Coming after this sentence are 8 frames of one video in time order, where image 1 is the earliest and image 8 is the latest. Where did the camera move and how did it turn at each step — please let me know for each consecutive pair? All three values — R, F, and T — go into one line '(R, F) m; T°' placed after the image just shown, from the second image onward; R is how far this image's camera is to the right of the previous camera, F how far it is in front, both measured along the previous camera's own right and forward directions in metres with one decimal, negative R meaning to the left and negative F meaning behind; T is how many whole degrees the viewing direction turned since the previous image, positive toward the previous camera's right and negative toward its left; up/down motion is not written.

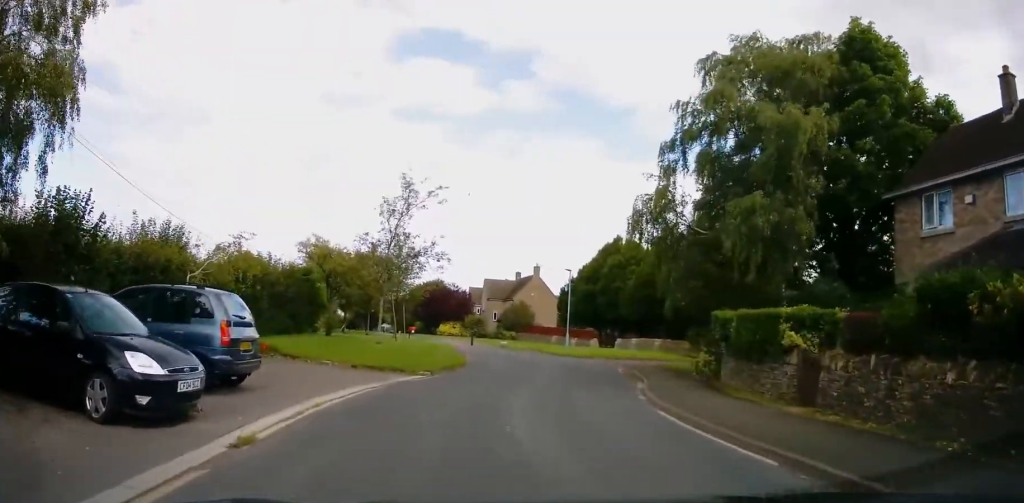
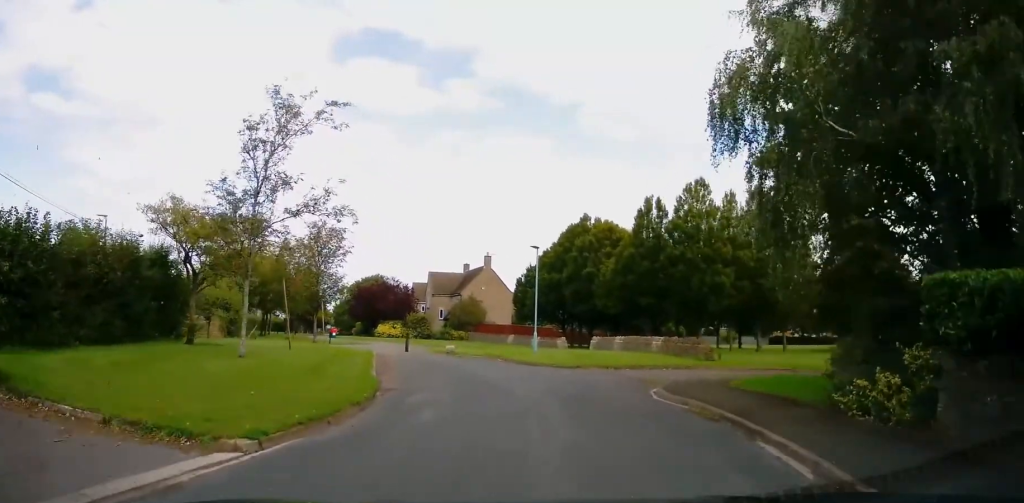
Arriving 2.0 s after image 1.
(+0.8, +10.5) m; +6°
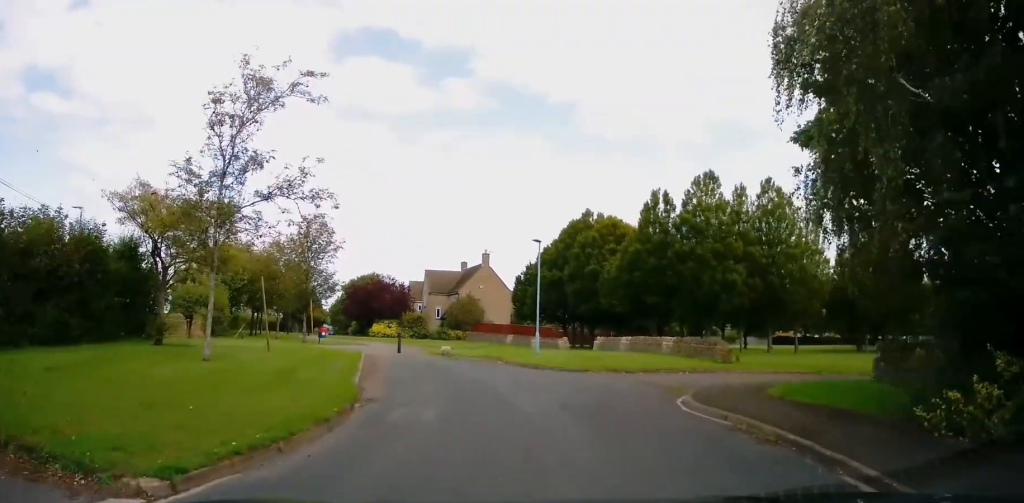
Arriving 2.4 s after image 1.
(+0.1, +2.1) m; -1°
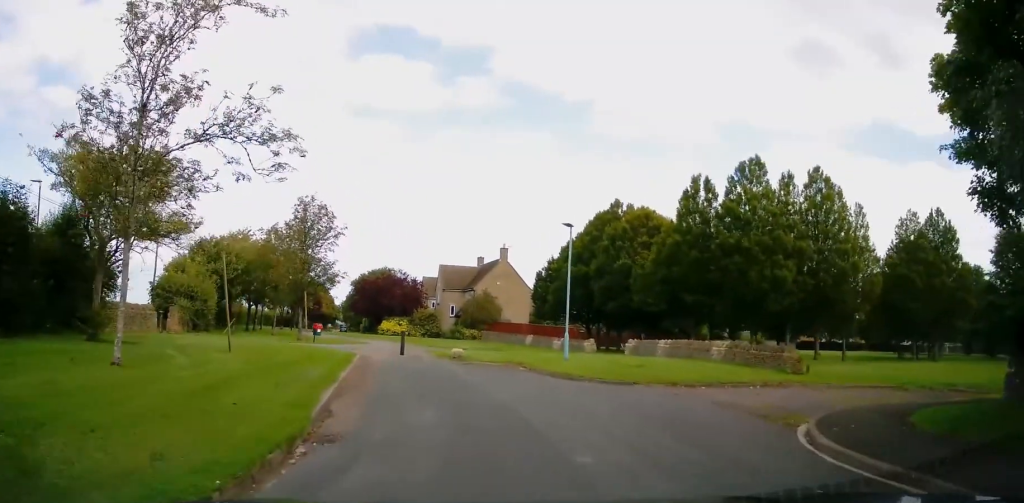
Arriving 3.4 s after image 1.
(-0.3, +4.4) m; -2°
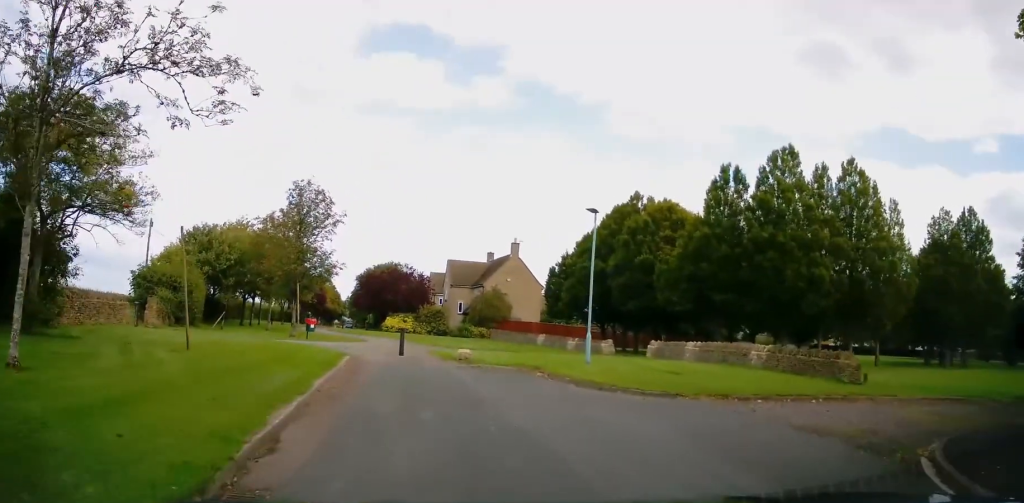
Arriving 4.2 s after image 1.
(+0.1, +2.9) m; +2°
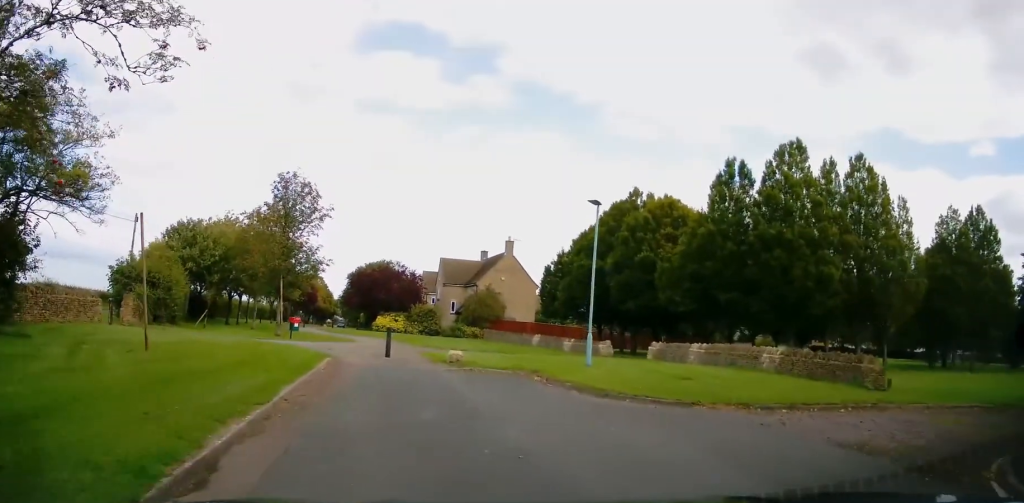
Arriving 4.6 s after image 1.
(+0.1, +1.7) m; +2°
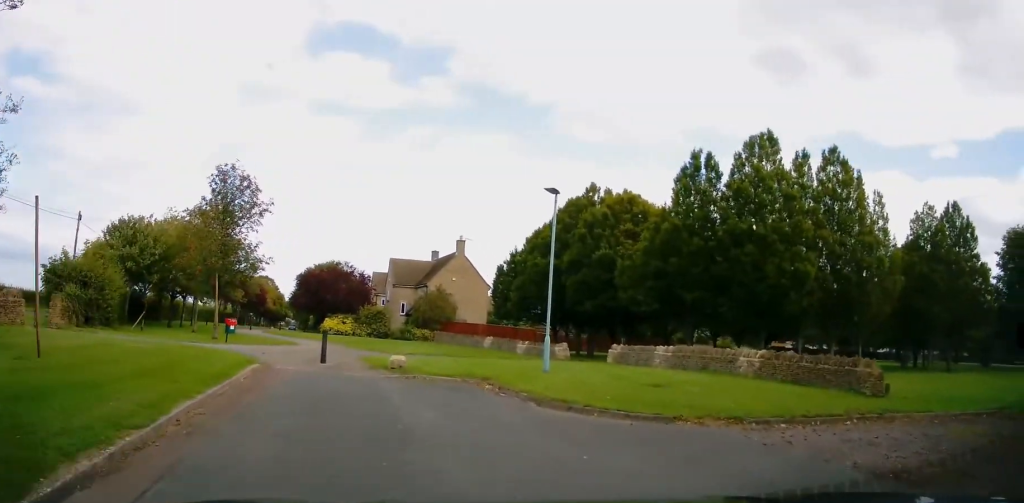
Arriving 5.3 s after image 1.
(-0.1, +2.0) m; +5°
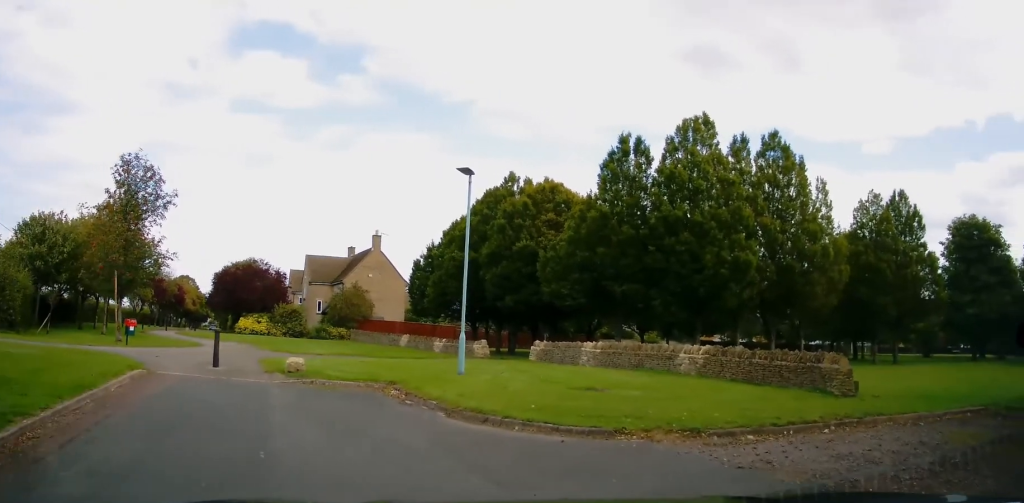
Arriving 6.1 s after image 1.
(+0.1, +2.0) m; +8°
